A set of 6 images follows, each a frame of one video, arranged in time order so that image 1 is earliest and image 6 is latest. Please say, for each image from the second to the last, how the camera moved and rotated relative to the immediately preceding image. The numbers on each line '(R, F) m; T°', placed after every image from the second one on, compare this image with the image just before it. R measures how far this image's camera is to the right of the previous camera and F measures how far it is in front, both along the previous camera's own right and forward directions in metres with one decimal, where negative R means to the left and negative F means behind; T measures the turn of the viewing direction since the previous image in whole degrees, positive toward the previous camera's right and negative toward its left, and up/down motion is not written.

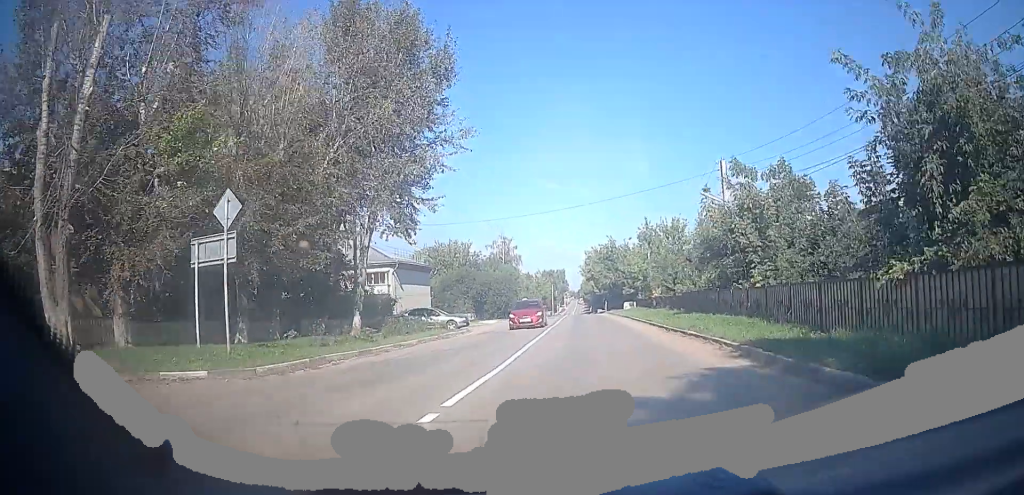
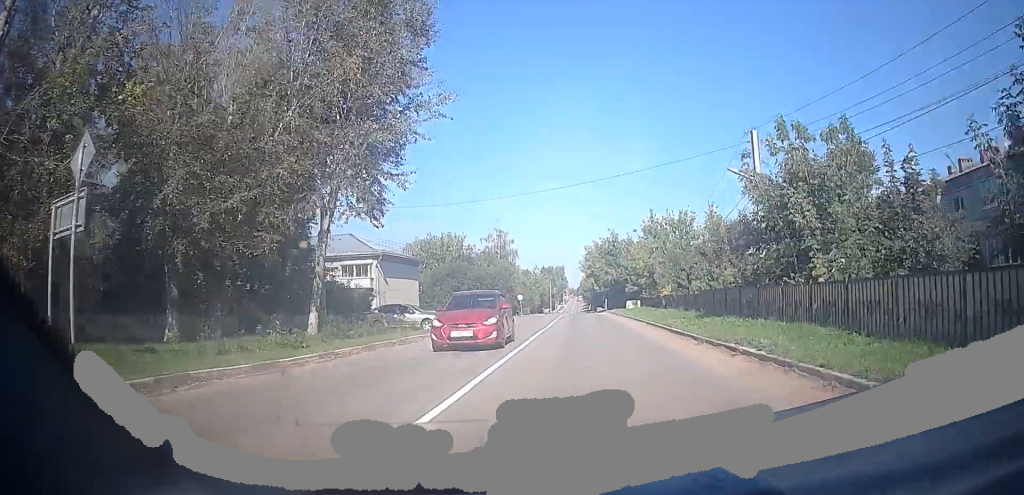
(0.0, +5.3) m; 0°
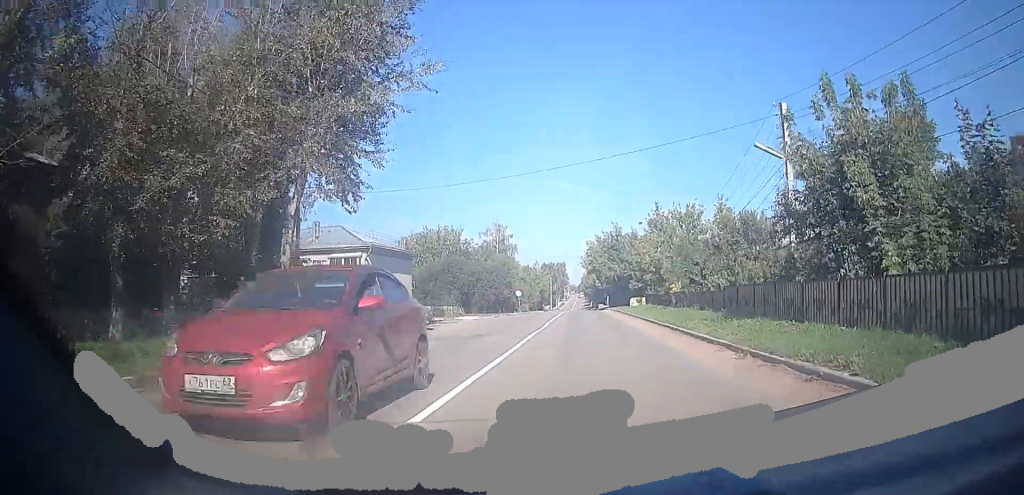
(+0.1, +3.5) m; -1°
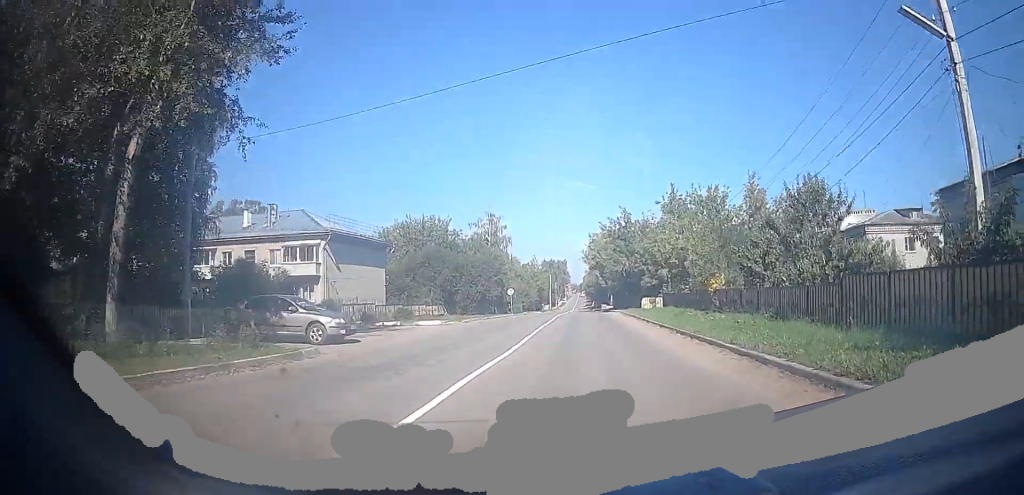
(-0.3, +10.3) m; -4°
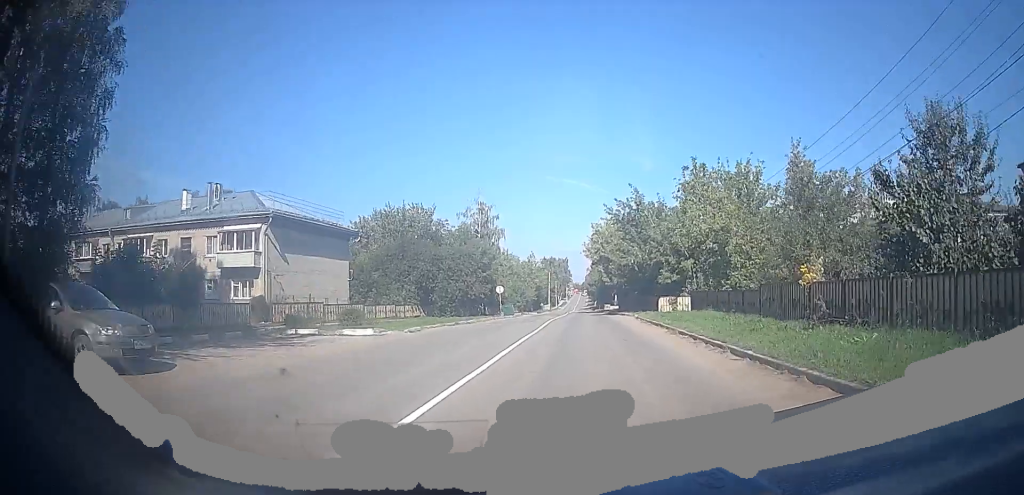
(0.0, +10.1) m; +3°
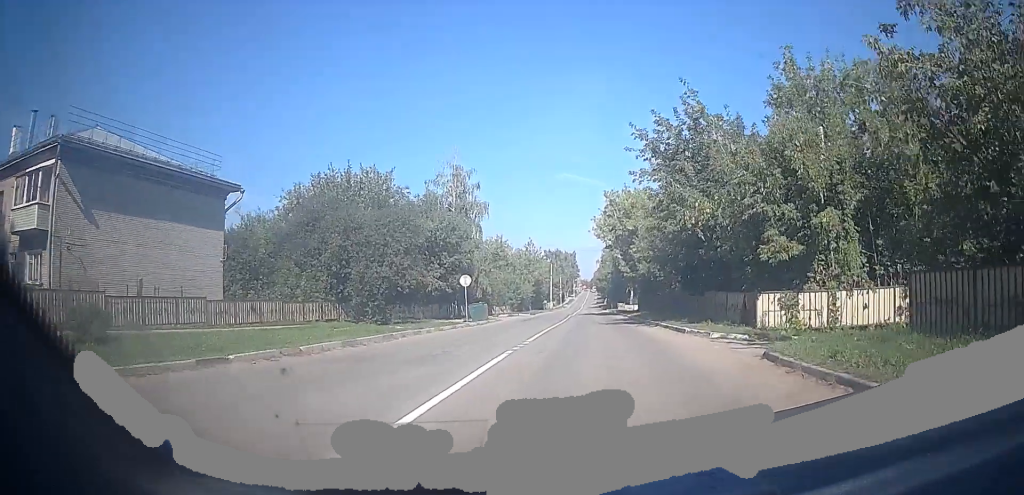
(+0.2, +20.8) m; 0°
